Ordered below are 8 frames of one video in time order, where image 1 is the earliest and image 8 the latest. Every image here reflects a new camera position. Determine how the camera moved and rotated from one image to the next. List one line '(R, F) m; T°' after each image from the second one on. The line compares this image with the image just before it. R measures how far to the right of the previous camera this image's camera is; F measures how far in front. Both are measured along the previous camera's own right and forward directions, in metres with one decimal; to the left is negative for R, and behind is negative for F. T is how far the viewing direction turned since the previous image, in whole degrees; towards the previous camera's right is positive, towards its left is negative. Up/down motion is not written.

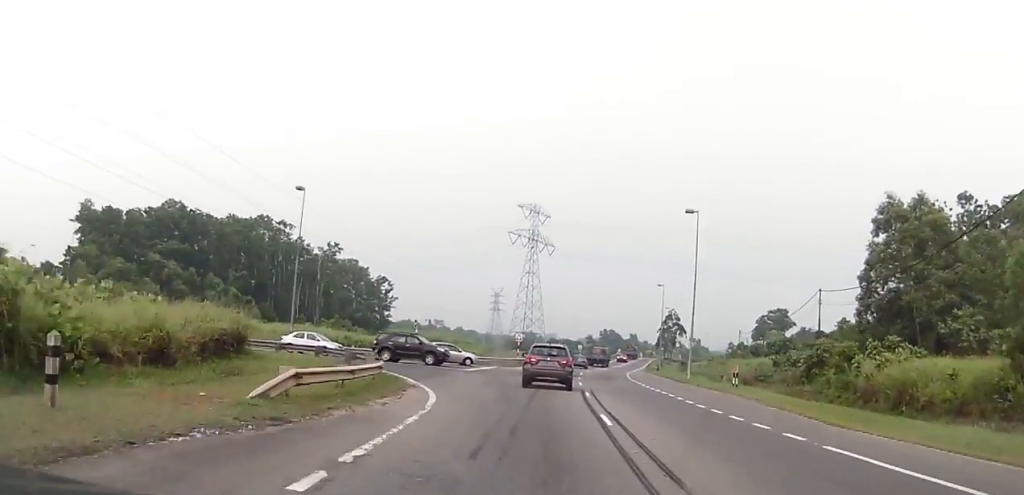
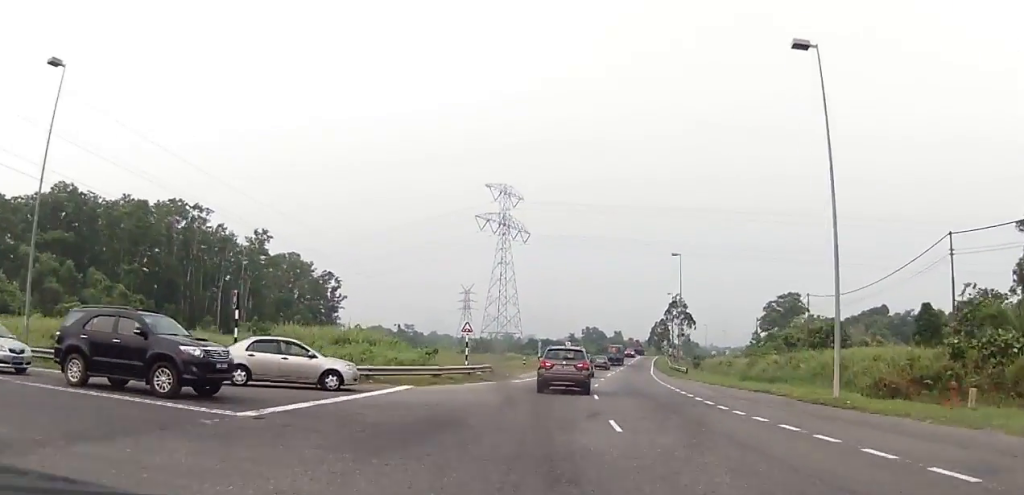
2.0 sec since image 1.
(+0.9, +28.7) m; +3°
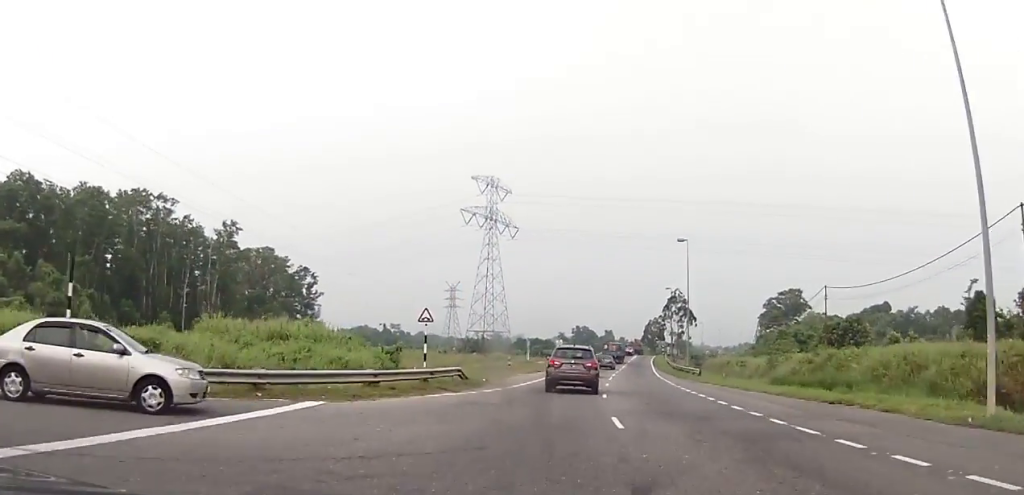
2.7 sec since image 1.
(0.0, +9.2) m; 0°
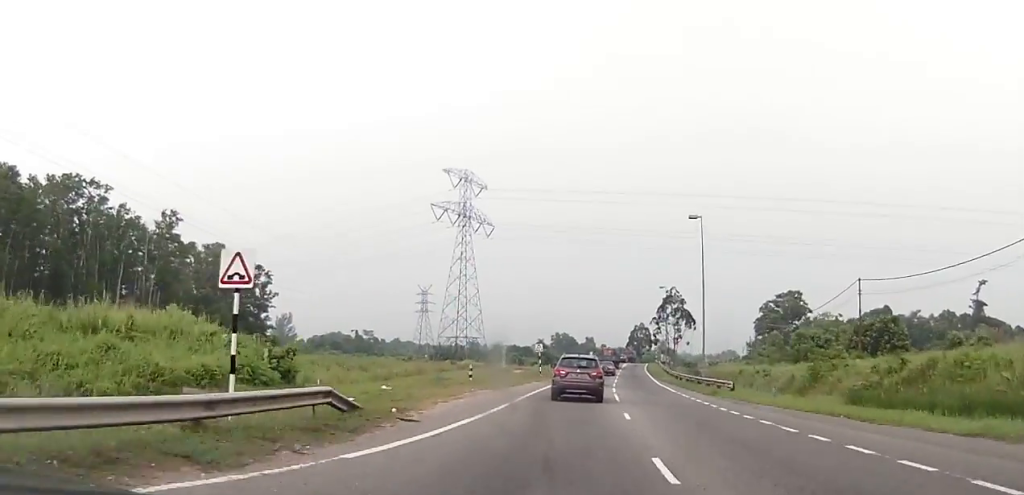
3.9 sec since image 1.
(0.0, +14.3) m; +2°
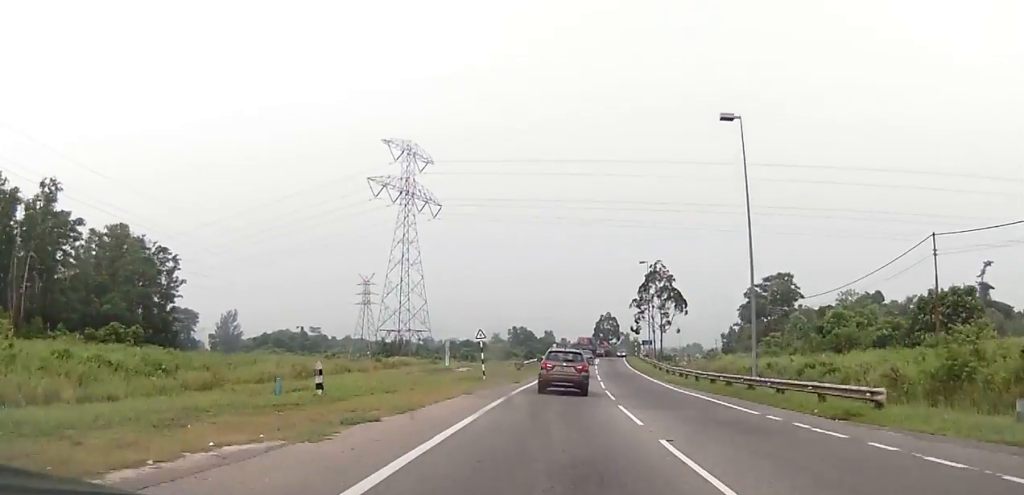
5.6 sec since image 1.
(+0.8, +20.4) m; +3°
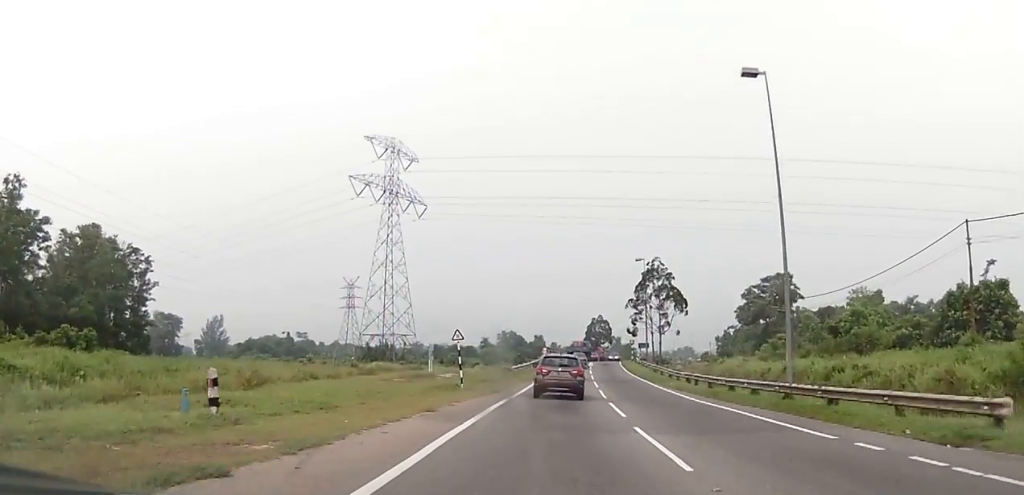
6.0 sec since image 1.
(0.0, +5.6) m; +1°
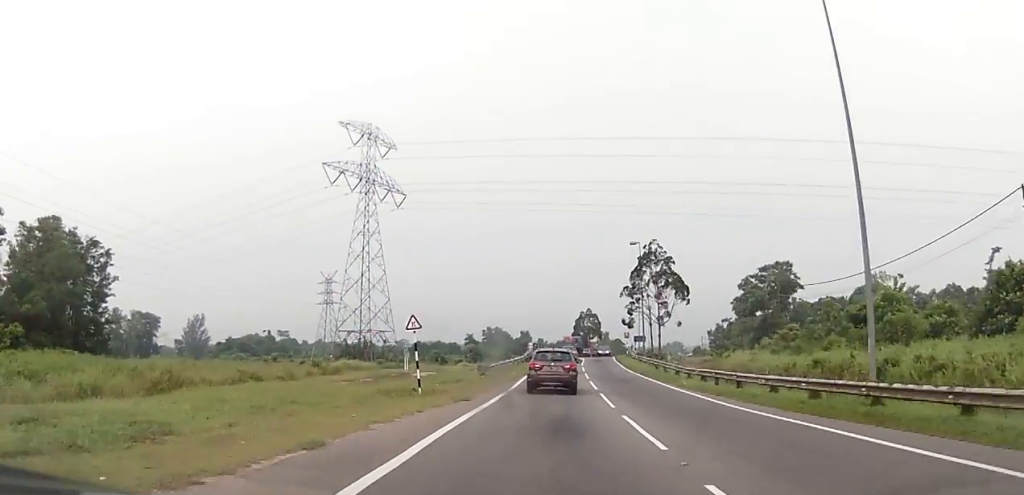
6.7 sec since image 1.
(-0.1, +7.6) m; +2°
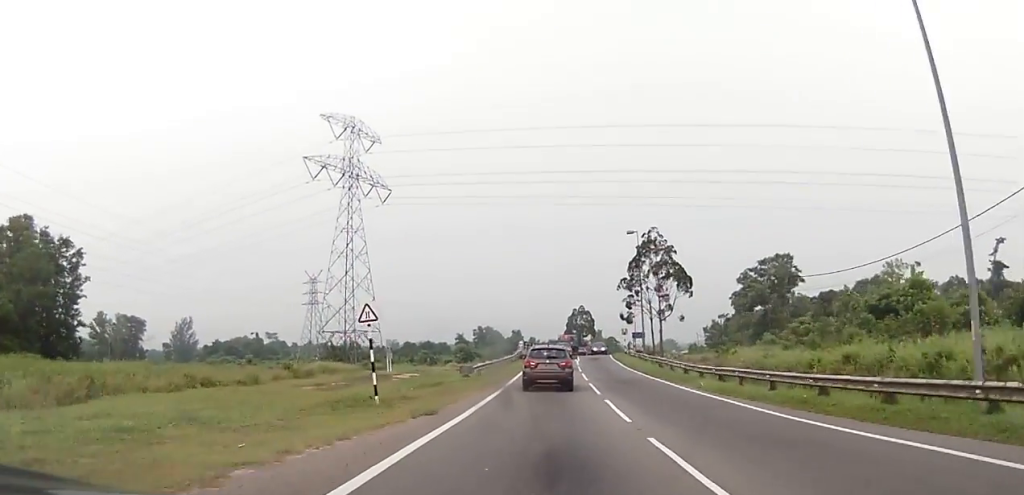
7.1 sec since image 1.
(+0.1, +5.2) m; +1°
